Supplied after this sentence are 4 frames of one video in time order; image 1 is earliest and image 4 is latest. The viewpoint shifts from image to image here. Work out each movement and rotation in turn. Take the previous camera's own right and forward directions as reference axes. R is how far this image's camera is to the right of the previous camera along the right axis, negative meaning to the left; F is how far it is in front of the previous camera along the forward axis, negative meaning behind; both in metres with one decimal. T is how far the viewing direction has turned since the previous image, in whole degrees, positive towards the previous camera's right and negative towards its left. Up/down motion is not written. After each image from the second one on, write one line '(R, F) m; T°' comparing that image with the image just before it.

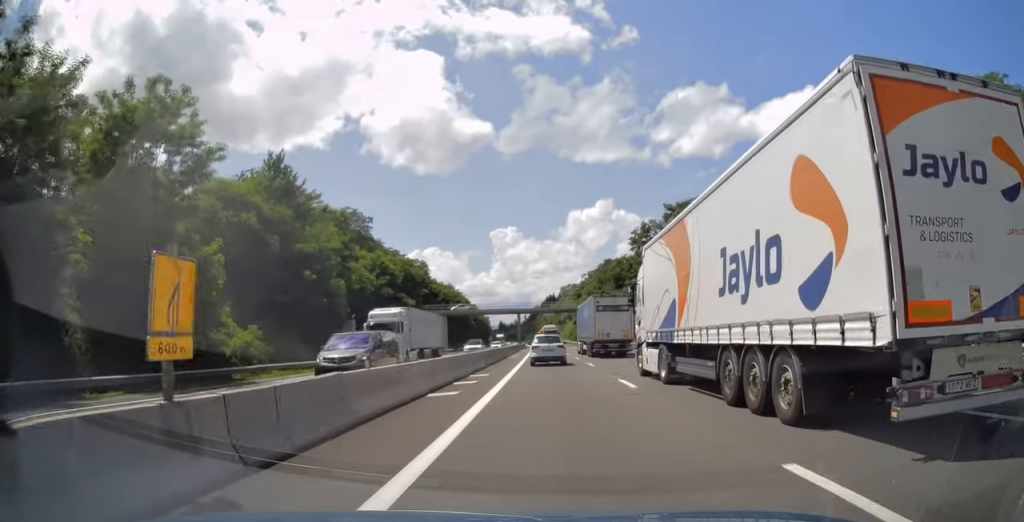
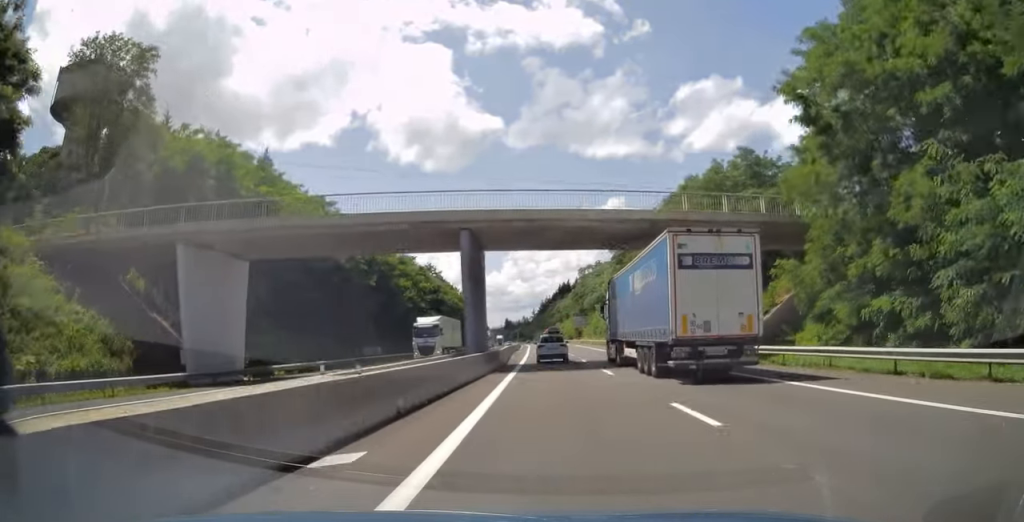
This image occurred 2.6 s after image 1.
(-0.7, +85.3) m; -1°
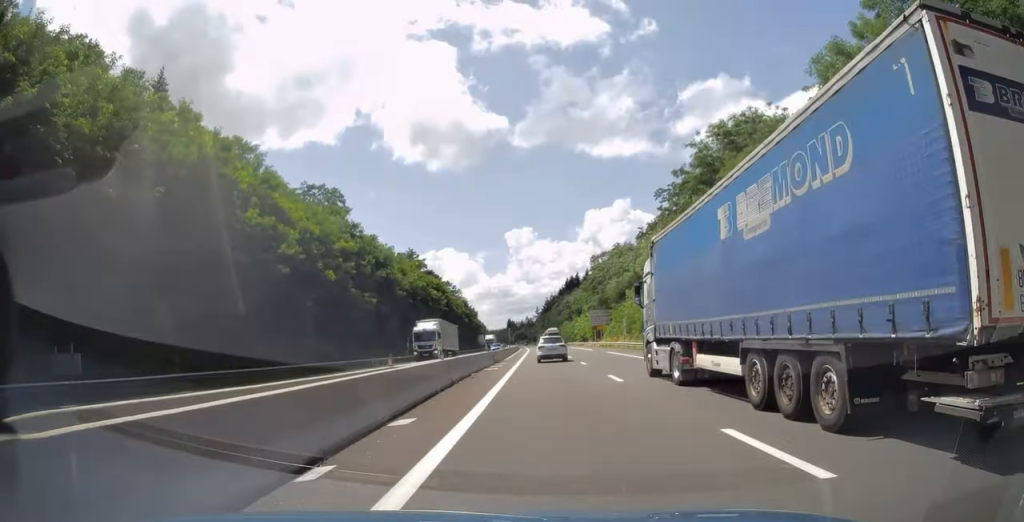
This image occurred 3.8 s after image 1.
(-0.2, +42.5) m; 0°
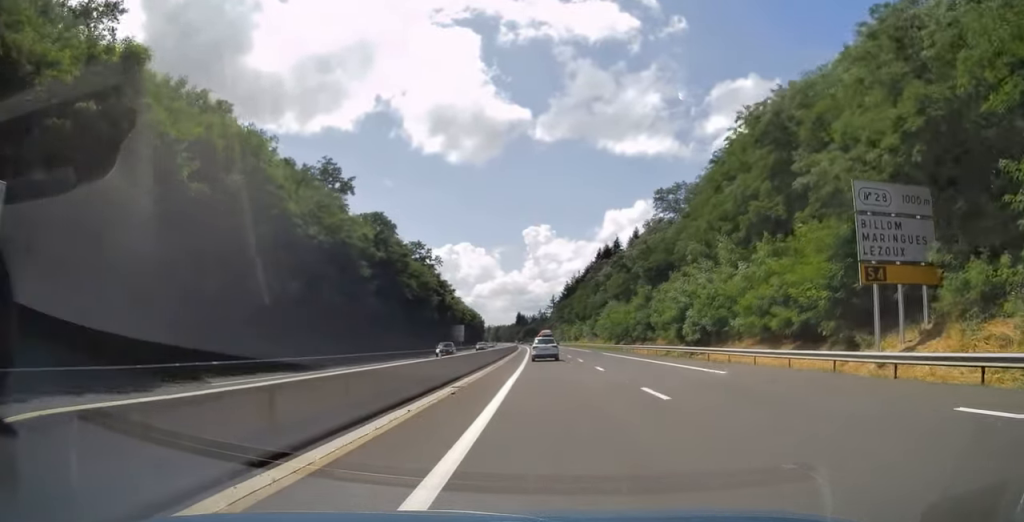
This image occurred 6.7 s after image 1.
(-1.6, +96.3) m; -2°
